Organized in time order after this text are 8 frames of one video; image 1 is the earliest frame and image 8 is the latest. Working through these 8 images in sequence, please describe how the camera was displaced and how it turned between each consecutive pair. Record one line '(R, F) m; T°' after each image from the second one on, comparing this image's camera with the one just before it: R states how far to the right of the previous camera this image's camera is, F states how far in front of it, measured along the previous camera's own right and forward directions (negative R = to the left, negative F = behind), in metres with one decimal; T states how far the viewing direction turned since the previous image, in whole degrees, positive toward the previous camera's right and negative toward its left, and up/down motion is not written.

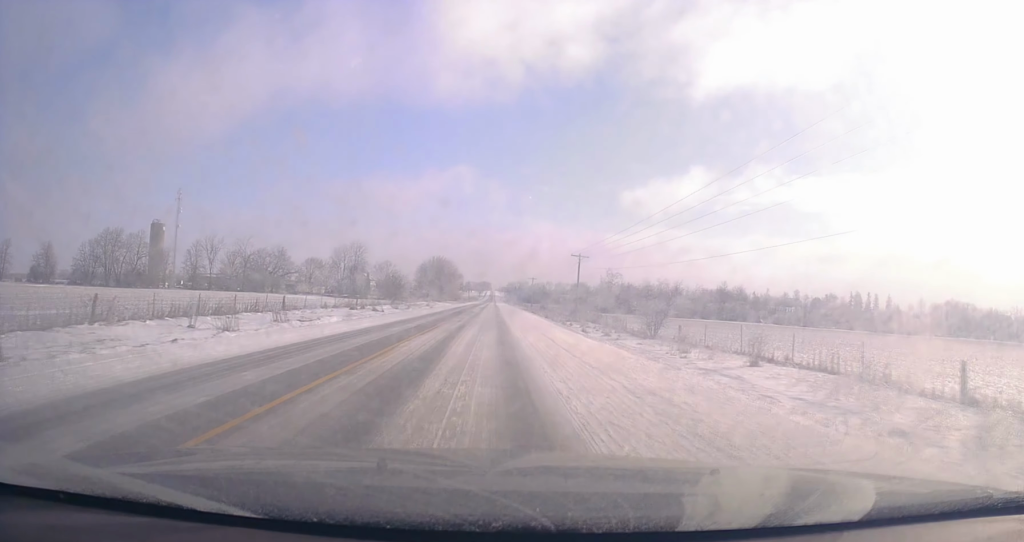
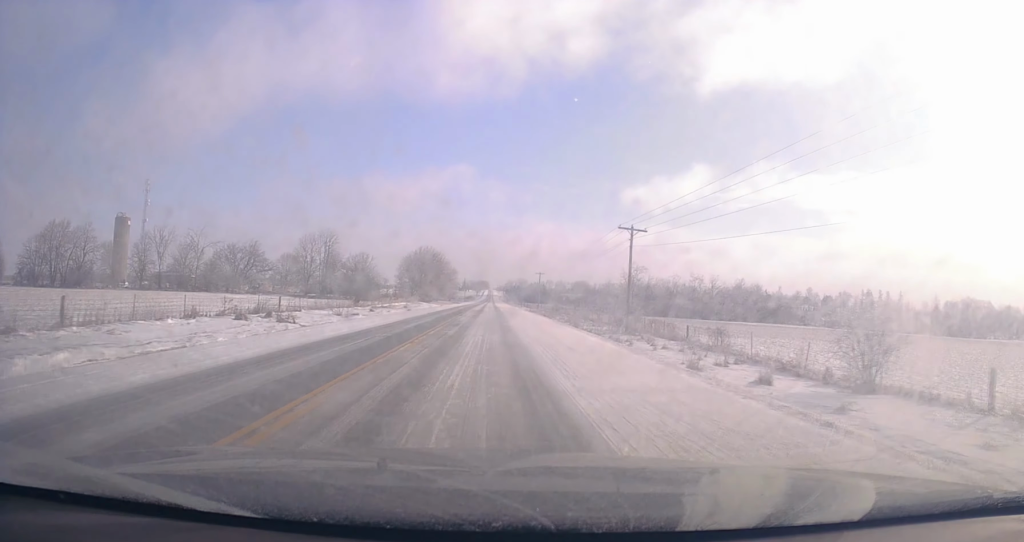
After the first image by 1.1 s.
(-0.5, +25.3) m; +1°
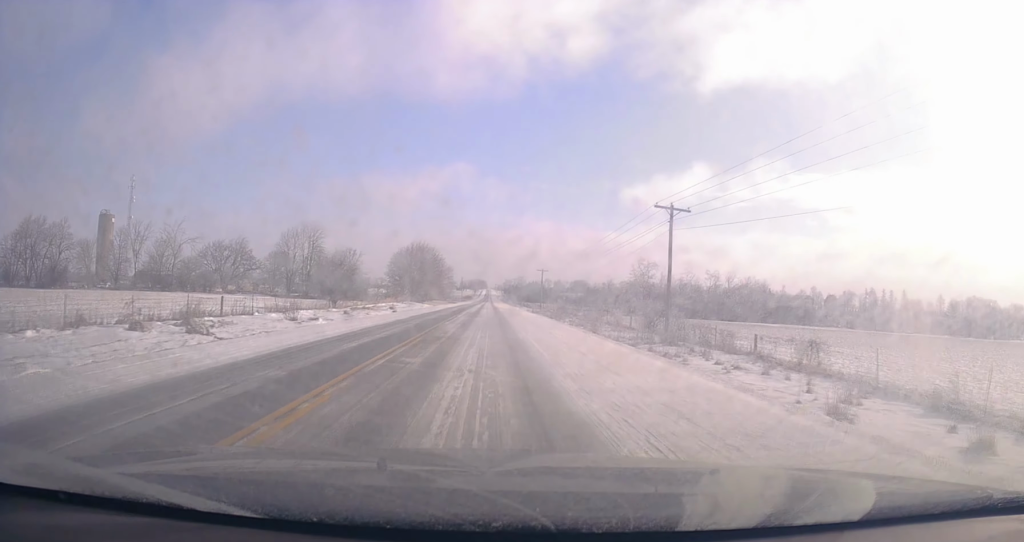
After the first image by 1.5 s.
(+0.3, +9.7) m; +1°
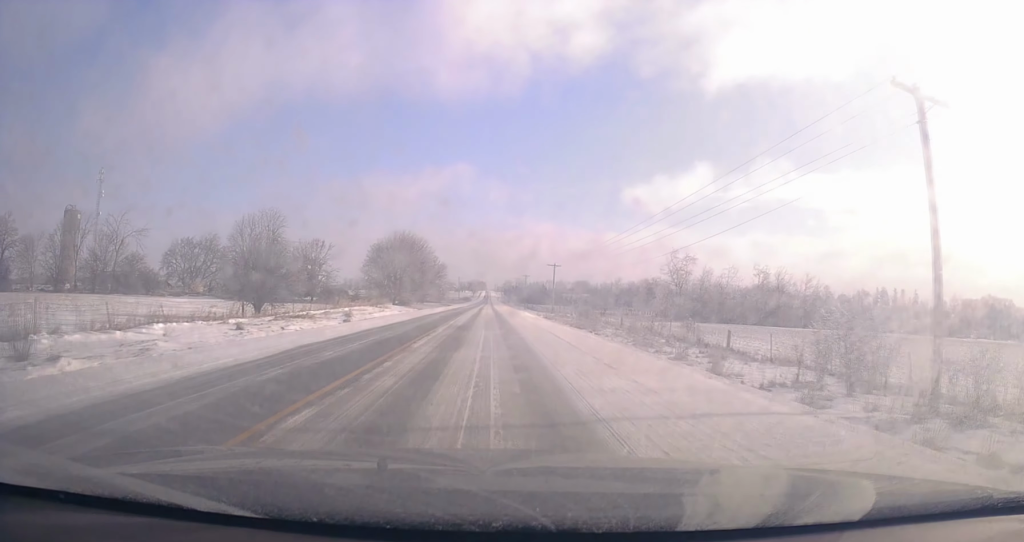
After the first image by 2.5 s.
(+0.2, +21.5) m; 0°
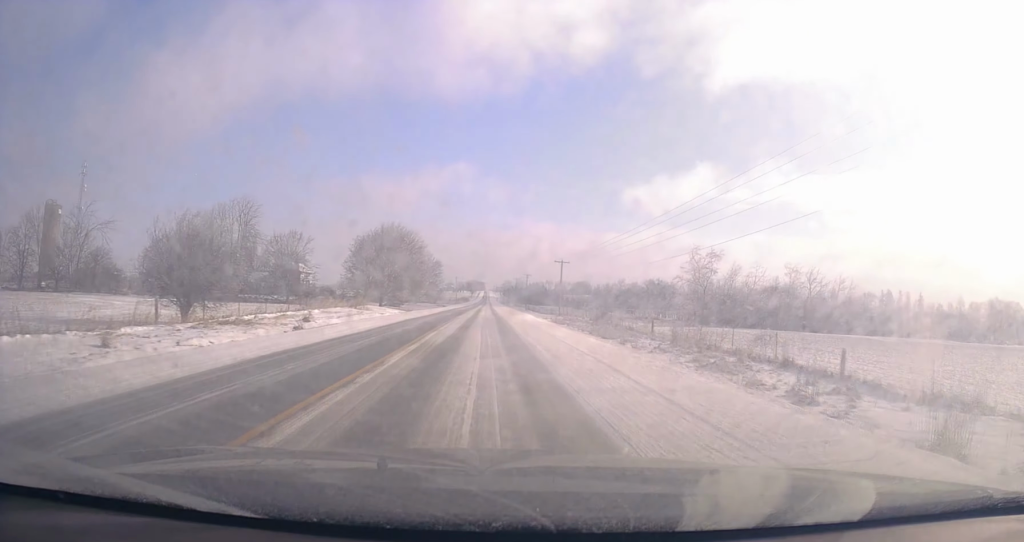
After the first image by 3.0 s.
(0.0, +10.6) m; 0°
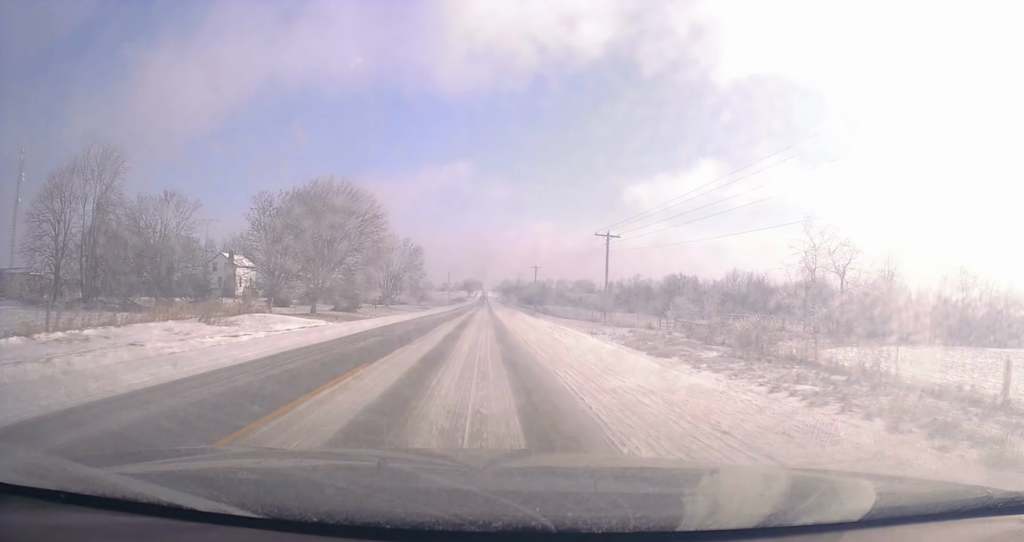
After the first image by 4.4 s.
(-0.5, +31.9) m; -1°
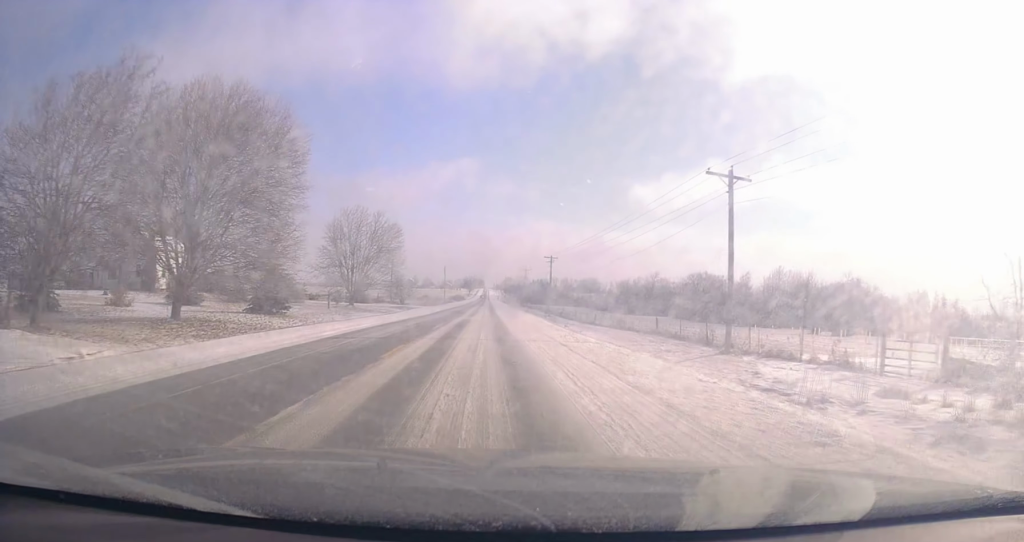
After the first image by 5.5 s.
(0.0, +24.5) m; +1°
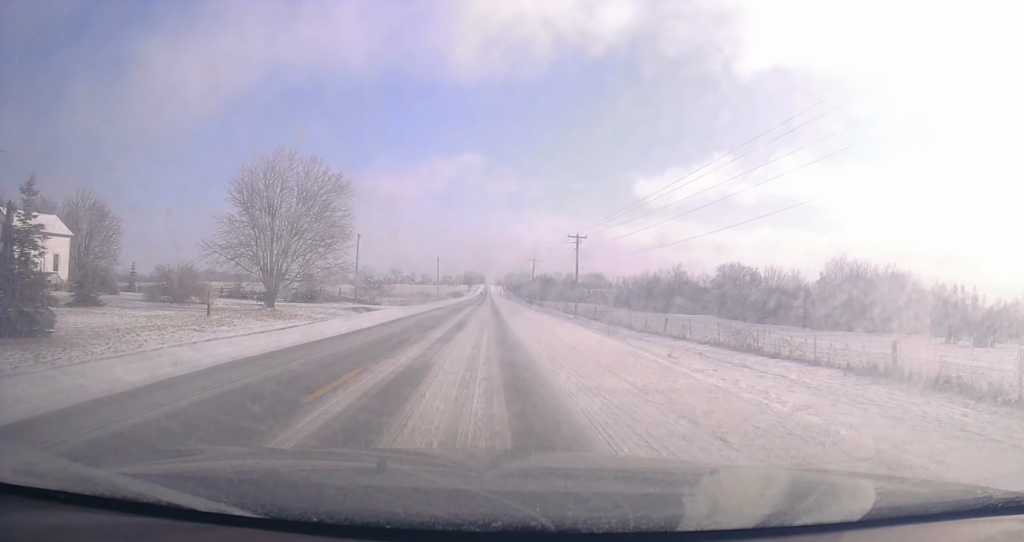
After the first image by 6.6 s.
(+0.3, +25.7) m; 0°
